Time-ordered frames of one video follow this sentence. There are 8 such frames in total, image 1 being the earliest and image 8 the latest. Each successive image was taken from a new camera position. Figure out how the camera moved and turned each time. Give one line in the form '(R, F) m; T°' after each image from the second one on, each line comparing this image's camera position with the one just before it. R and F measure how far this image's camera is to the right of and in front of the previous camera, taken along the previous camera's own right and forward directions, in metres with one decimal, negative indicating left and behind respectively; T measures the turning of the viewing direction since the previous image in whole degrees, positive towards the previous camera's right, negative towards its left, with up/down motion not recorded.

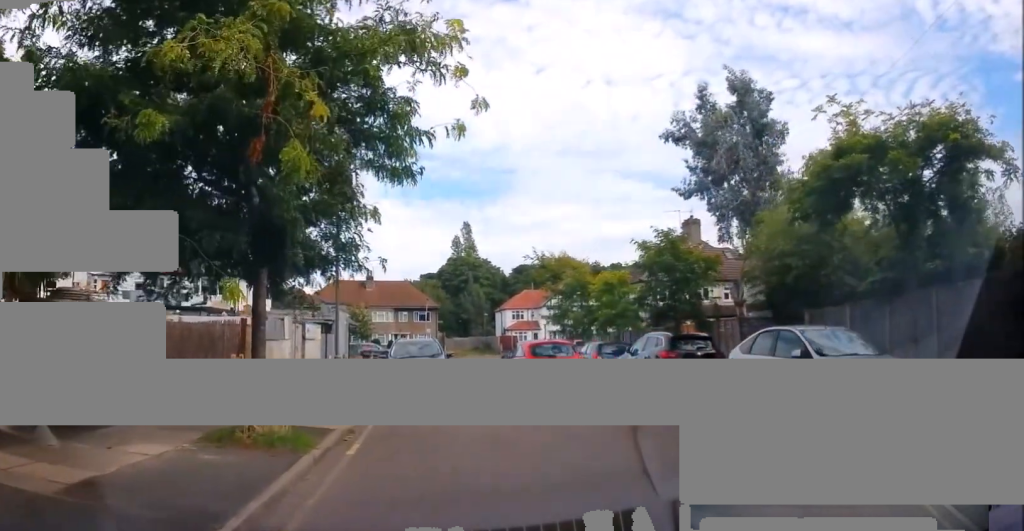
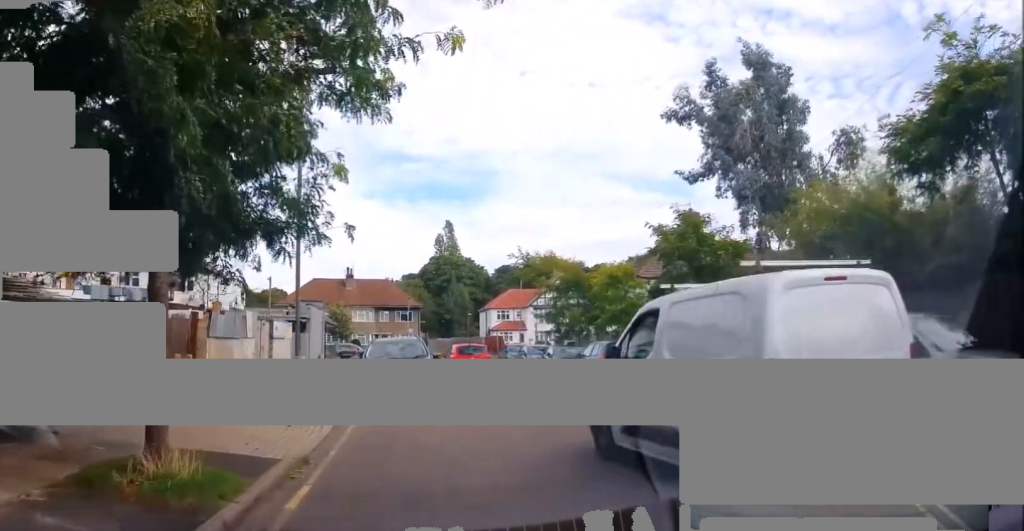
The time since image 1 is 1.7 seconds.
(-0.1, +2.9) m; -2°
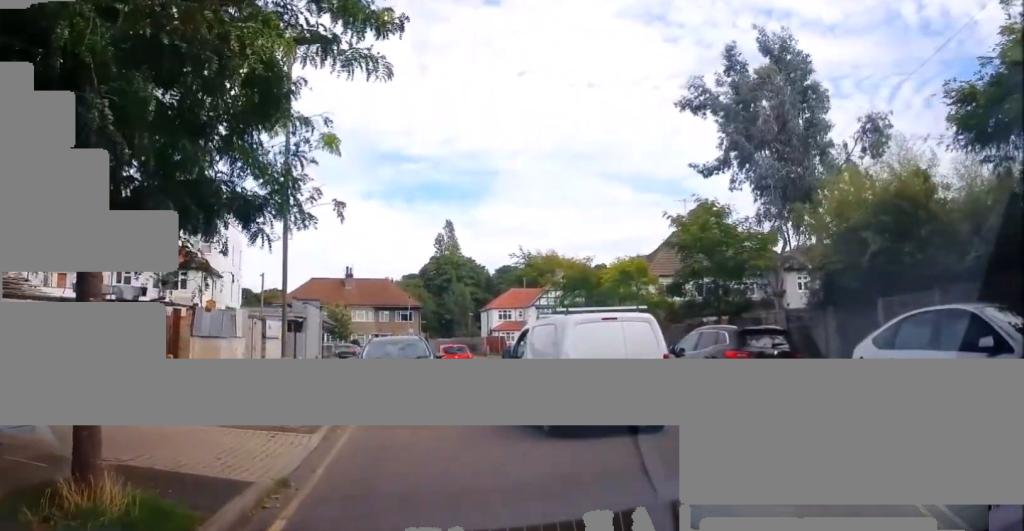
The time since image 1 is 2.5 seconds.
(0.0, +1.3) m; -1°
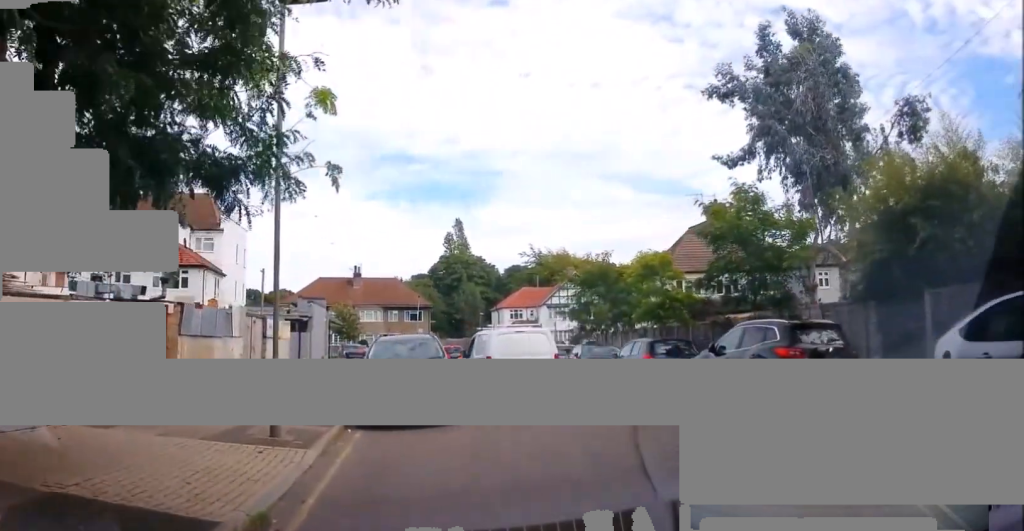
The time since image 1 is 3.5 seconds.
(0.0, +1.7) m; -7°
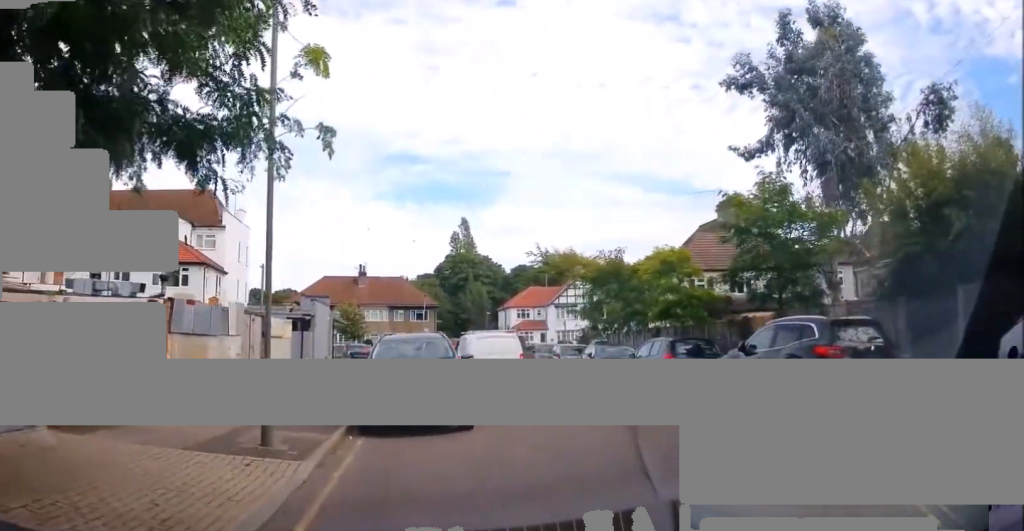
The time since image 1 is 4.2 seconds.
(-0.2, +1.1) m; 0°
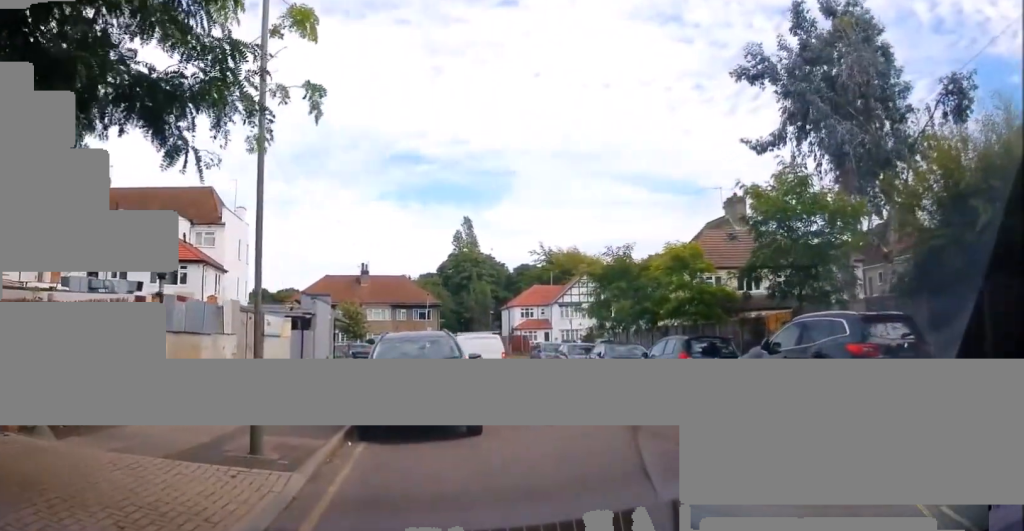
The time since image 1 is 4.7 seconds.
(0.0, +0.8) m; 0°
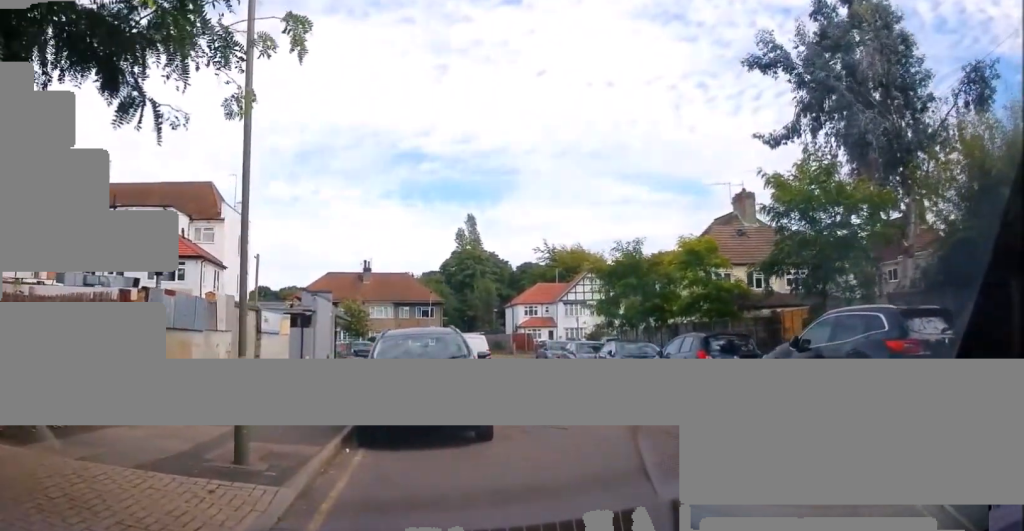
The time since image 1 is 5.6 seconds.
(+0.2, +1.0) m; 0°
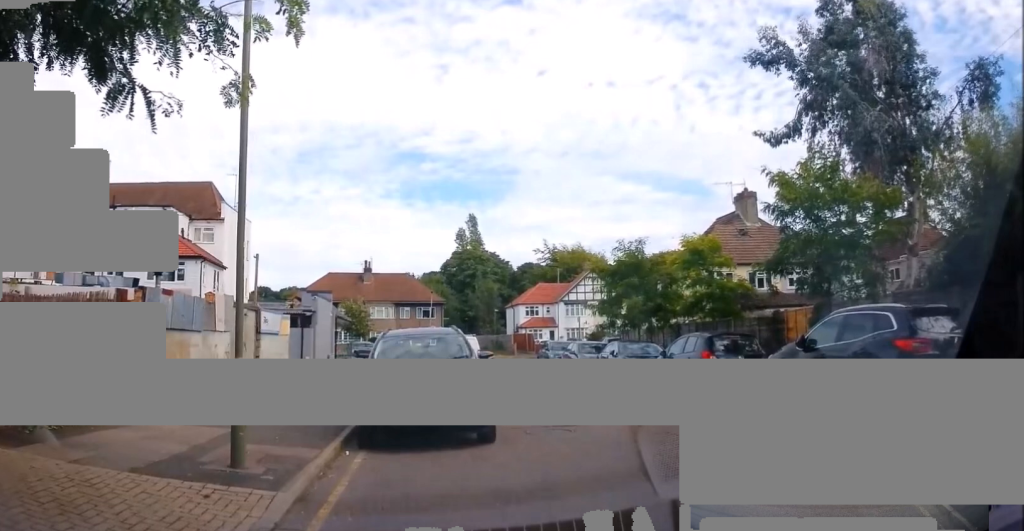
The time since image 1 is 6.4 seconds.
(+0.2, +0.4) m; 0°
